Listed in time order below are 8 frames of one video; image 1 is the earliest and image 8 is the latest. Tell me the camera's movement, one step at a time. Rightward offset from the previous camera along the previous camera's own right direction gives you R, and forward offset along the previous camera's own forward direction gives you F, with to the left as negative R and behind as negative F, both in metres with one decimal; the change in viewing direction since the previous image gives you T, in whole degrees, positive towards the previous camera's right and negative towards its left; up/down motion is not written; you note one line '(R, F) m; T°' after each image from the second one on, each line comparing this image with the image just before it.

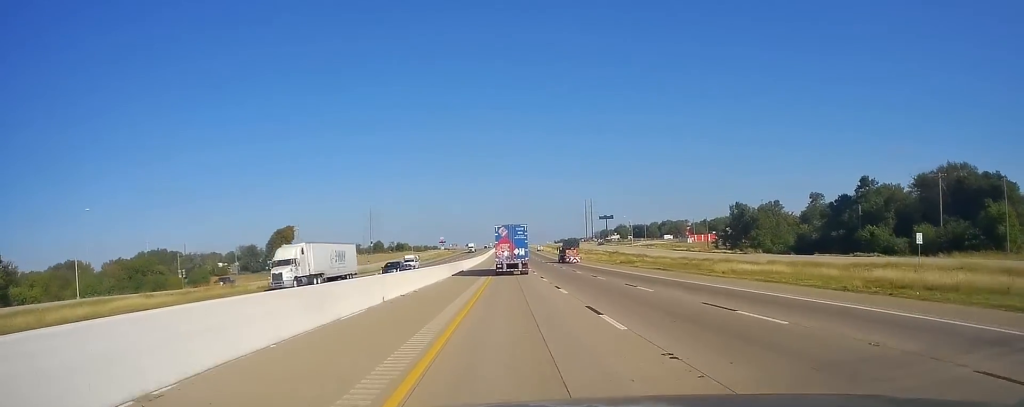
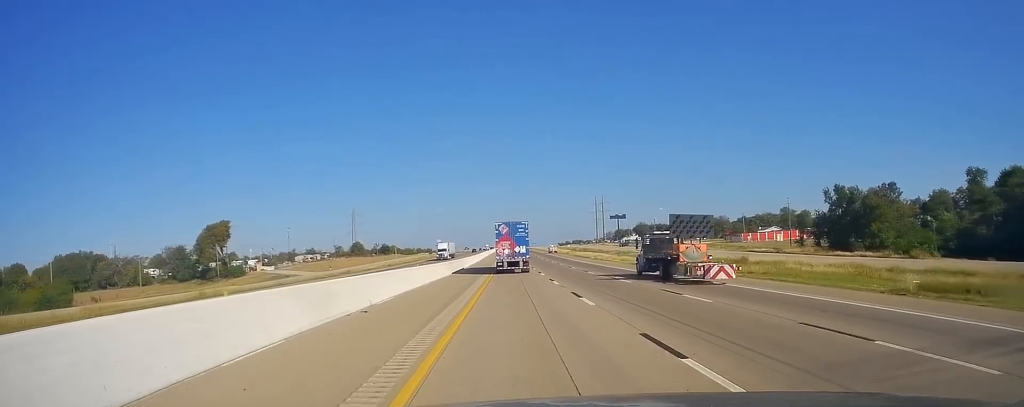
(+0.5, +59.3) m; -1°
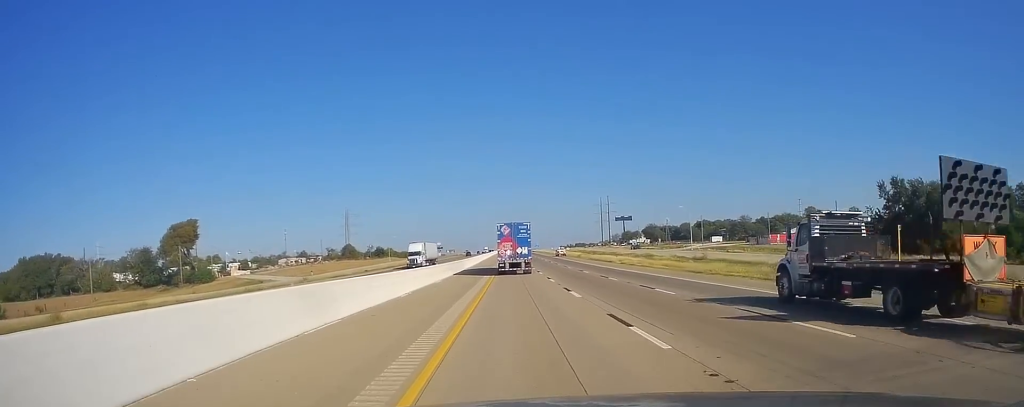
(-0.3, +21.1) m; -1°
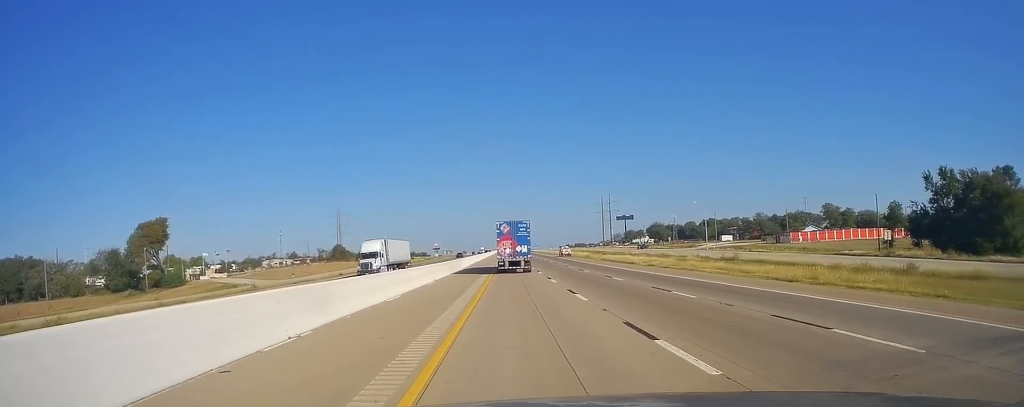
(-0.4, +15.1) m; 0°
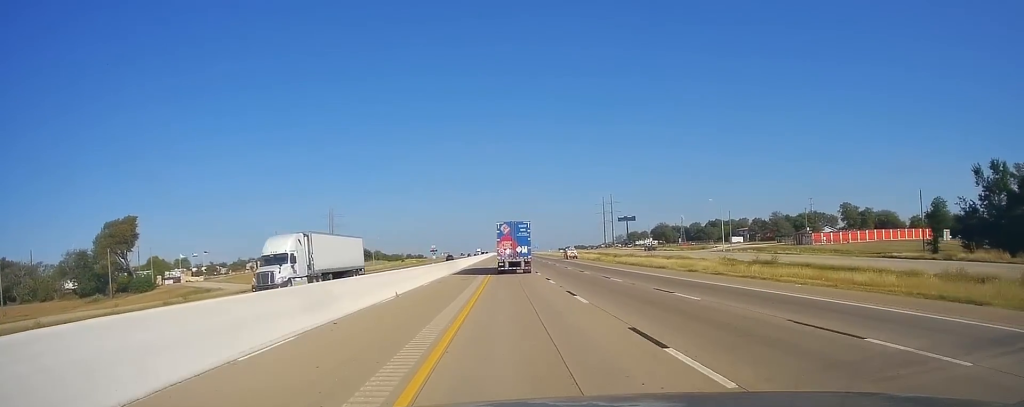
(+0.1, +13.5) m; 0°
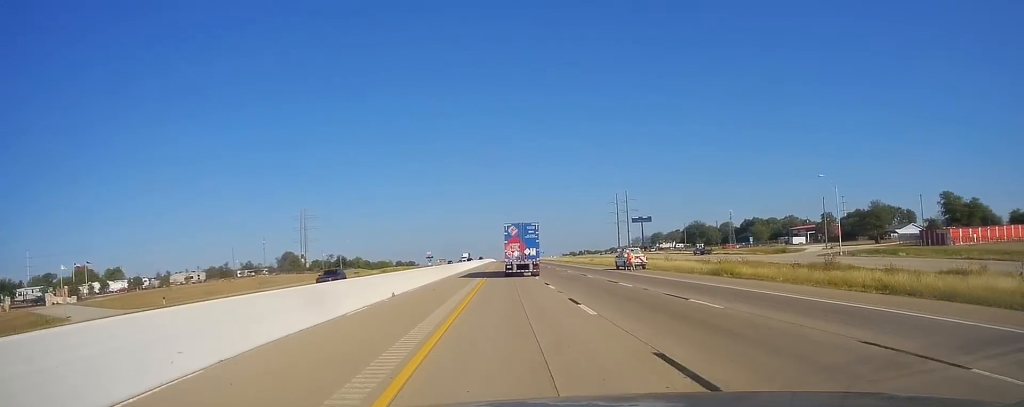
(+0.4, +53.8) m; +1°
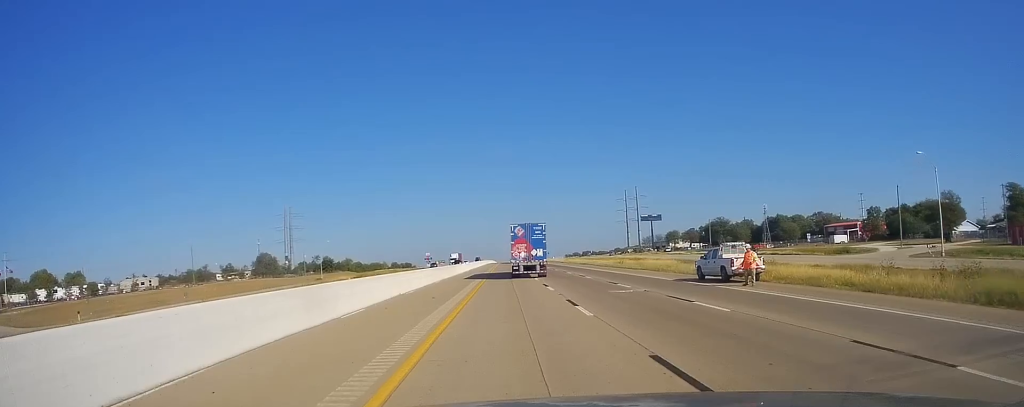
(+0.4, +25.4) m; +1°
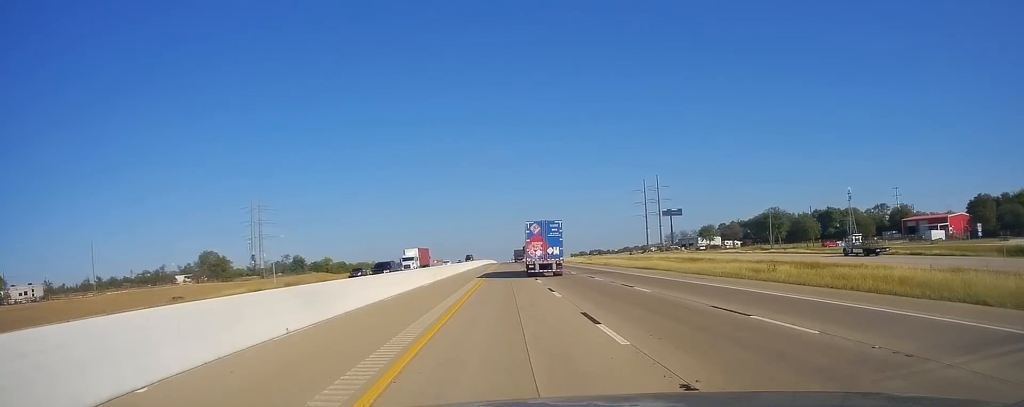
(+0.1, +43.0) m; -1°
